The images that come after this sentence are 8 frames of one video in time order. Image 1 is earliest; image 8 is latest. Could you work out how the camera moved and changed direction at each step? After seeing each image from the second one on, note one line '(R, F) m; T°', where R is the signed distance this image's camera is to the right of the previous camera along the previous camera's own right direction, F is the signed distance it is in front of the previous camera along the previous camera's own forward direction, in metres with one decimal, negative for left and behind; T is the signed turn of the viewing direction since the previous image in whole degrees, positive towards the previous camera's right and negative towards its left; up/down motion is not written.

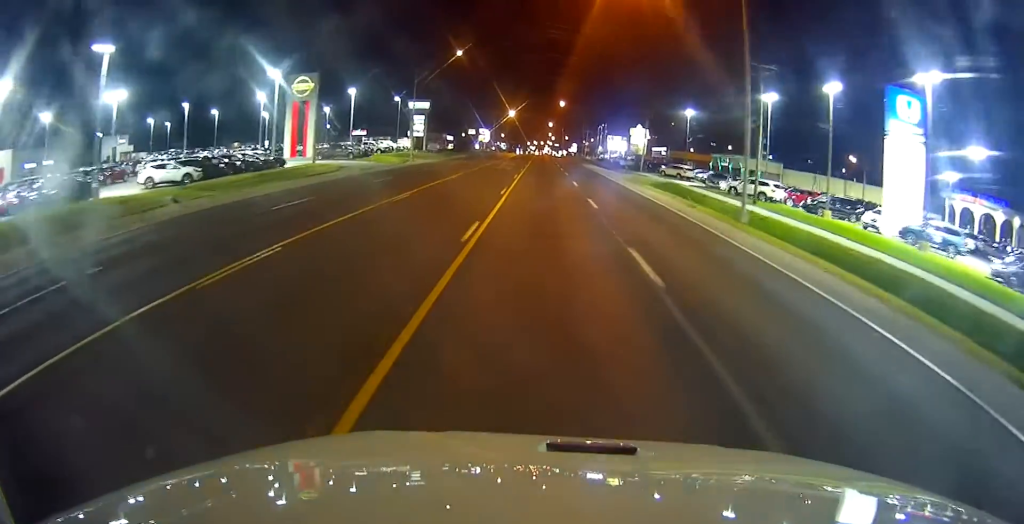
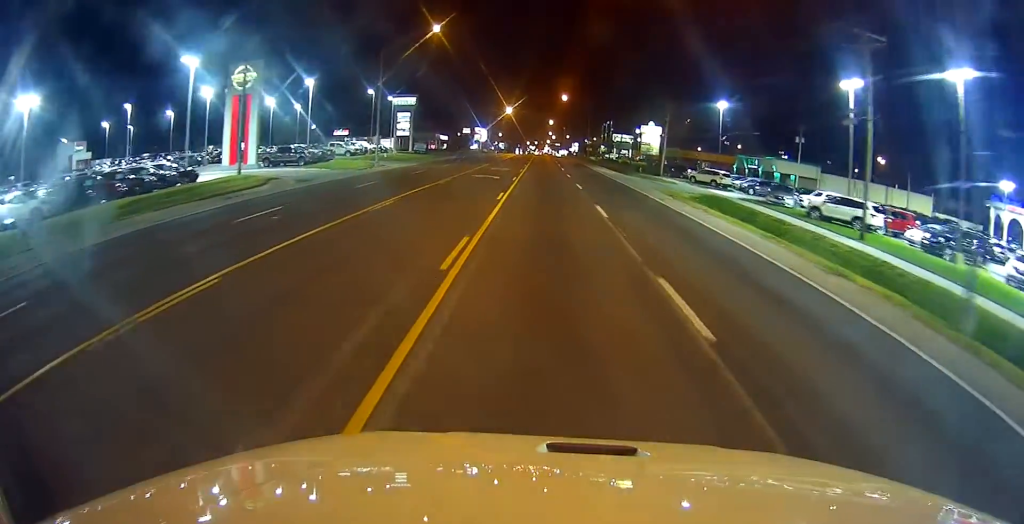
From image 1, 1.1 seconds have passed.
(+0.3, +14.8) m; +2°
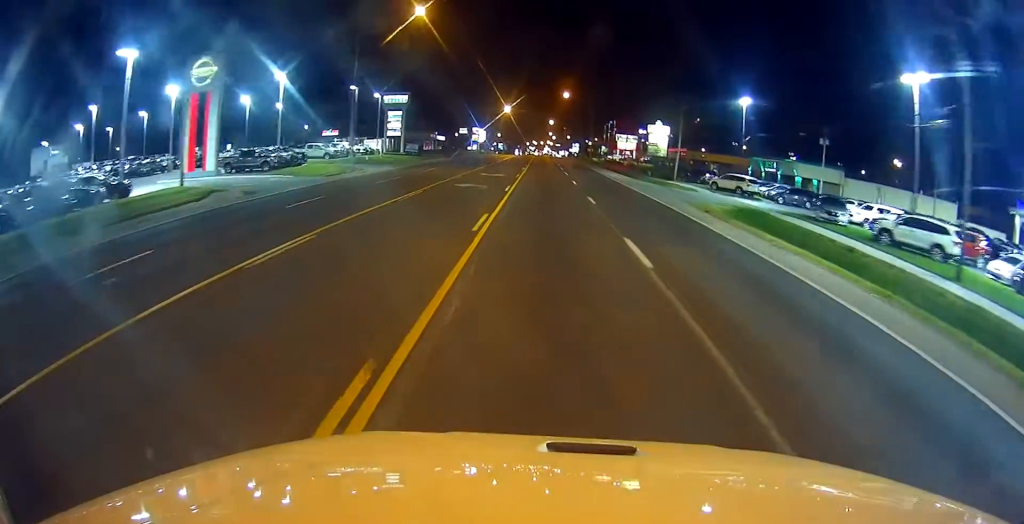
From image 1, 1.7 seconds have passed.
(+0.4, +7.7) m; 0°
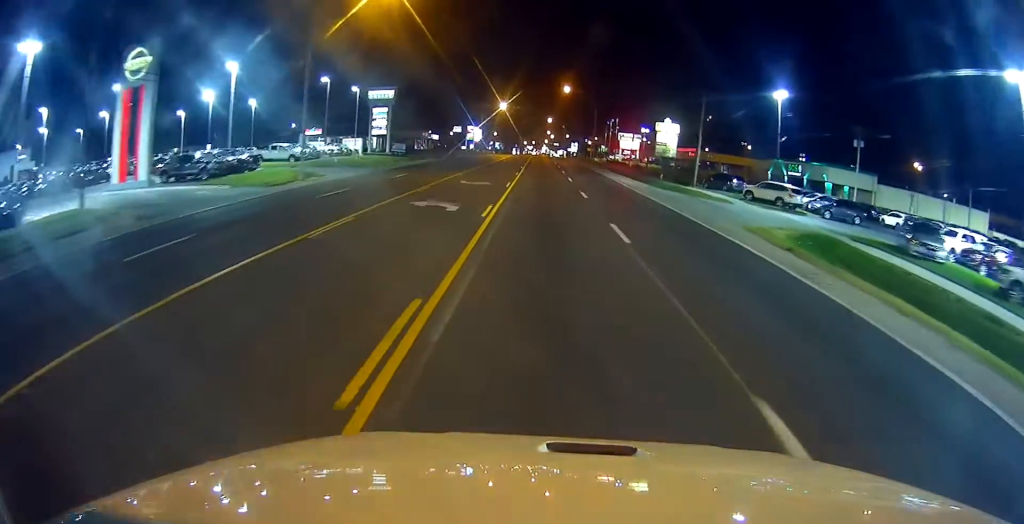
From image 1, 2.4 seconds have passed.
(-0.4, +9.5) m; -2°
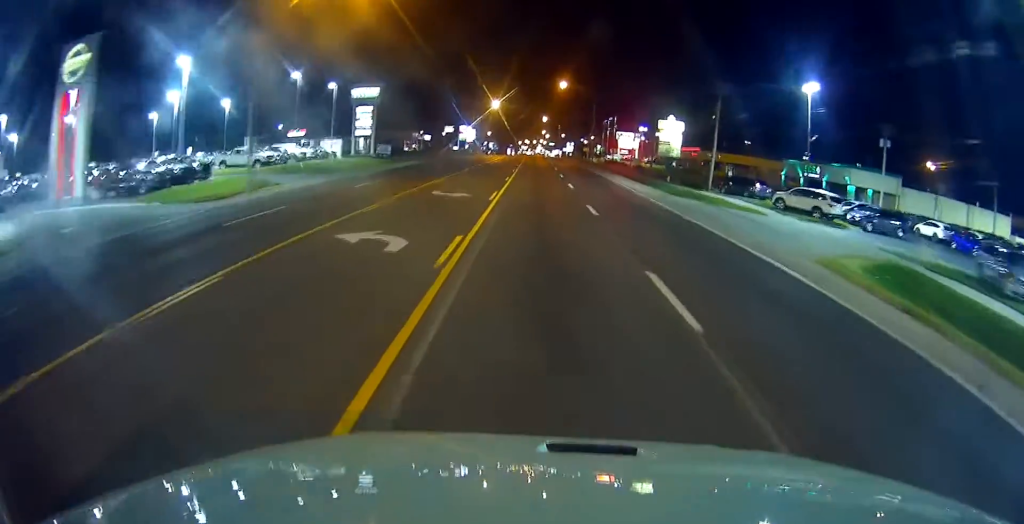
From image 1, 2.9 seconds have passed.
(-0.1, +6.8) m; -1°
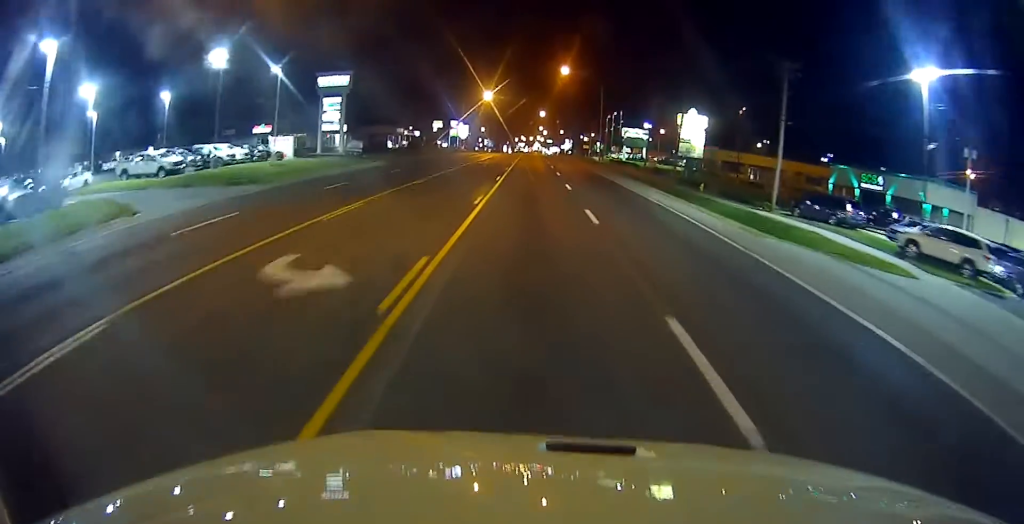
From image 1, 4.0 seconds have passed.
(+0.2, +15.0) m; +3°
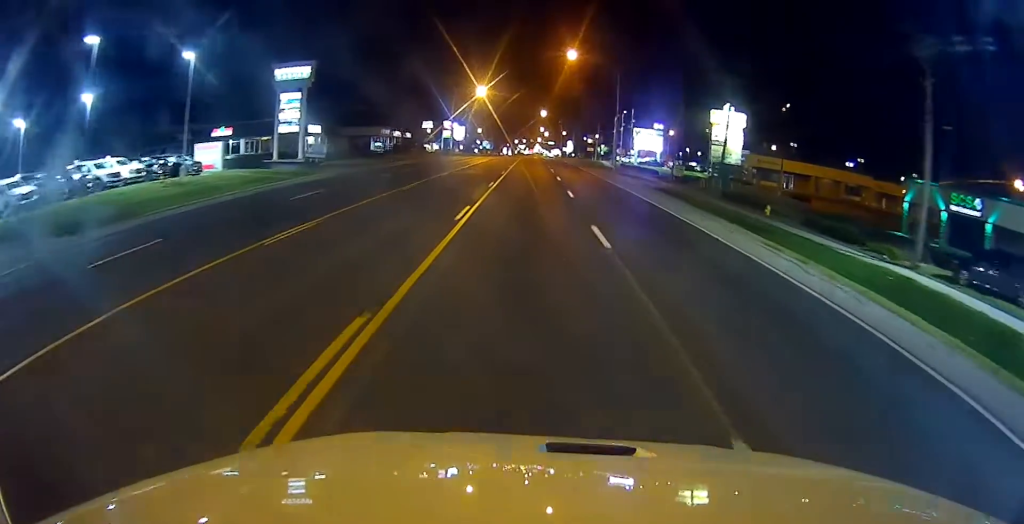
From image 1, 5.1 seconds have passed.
(+0.3, +15.7) m; -1°
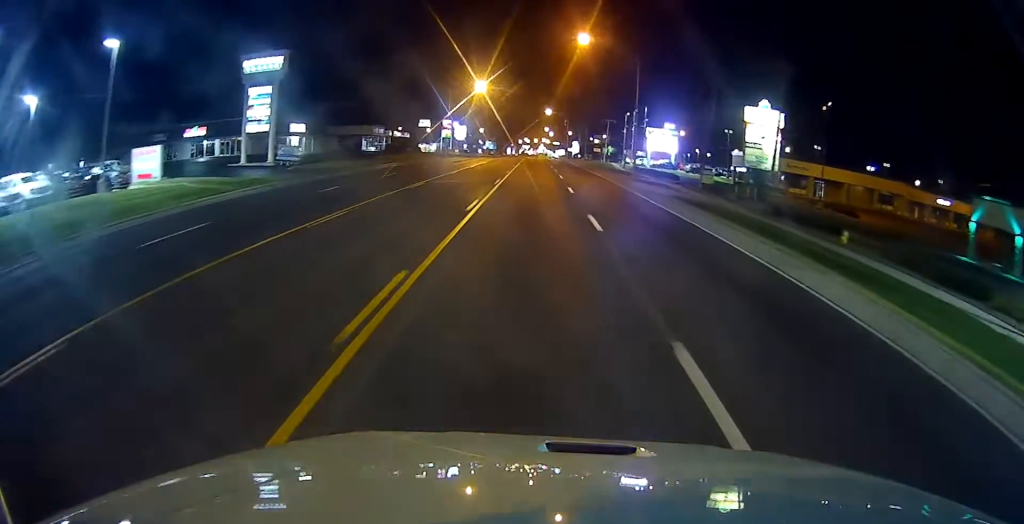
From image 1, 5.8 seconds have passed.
(-0.3, +9.6) m; -2°
